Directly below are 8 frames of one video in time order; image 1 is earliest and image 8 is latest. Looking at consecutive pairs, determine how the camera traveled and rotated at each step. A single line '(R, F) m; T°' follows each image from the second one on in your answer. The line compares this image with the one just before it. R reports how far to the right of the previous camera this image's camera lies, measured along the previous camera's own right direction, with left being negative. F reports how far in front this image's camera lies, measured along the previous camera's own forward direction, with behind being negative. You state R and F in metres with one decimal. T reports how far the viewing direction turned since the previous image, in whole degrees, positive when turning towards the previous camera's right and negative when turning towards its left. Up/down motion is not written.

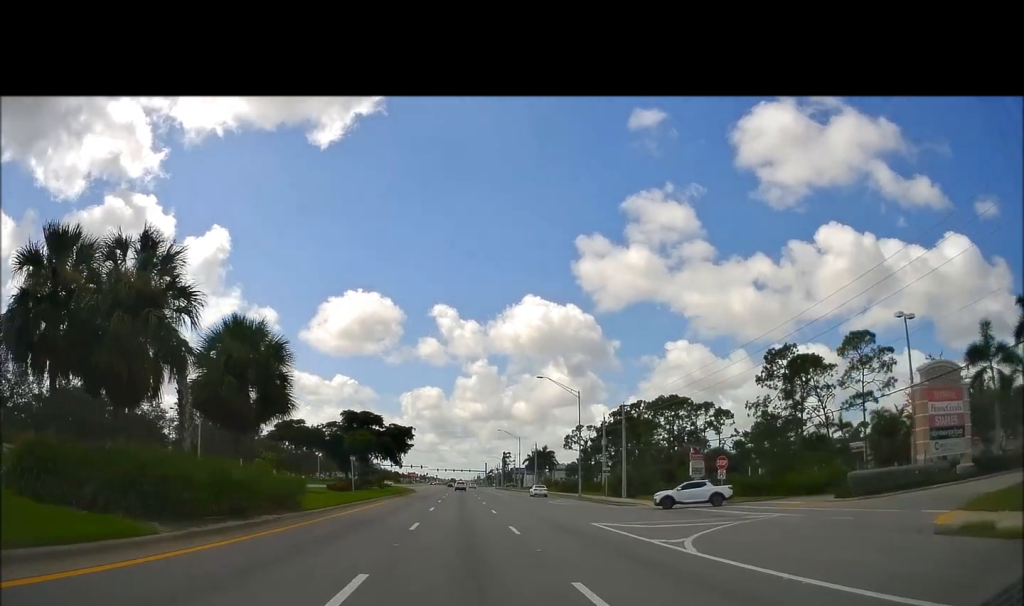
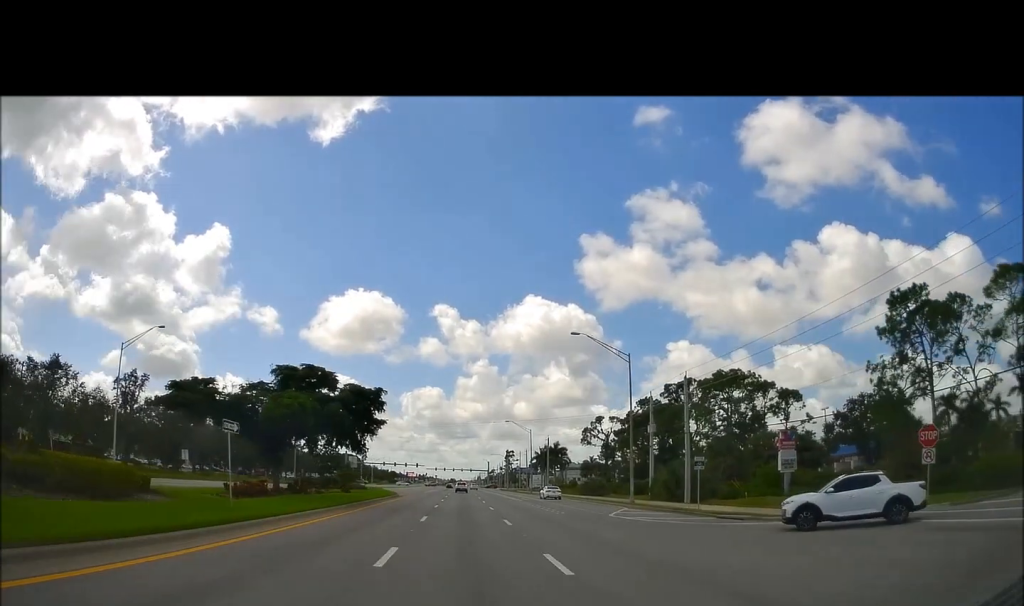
(+0.5, +20.3) m; +1°
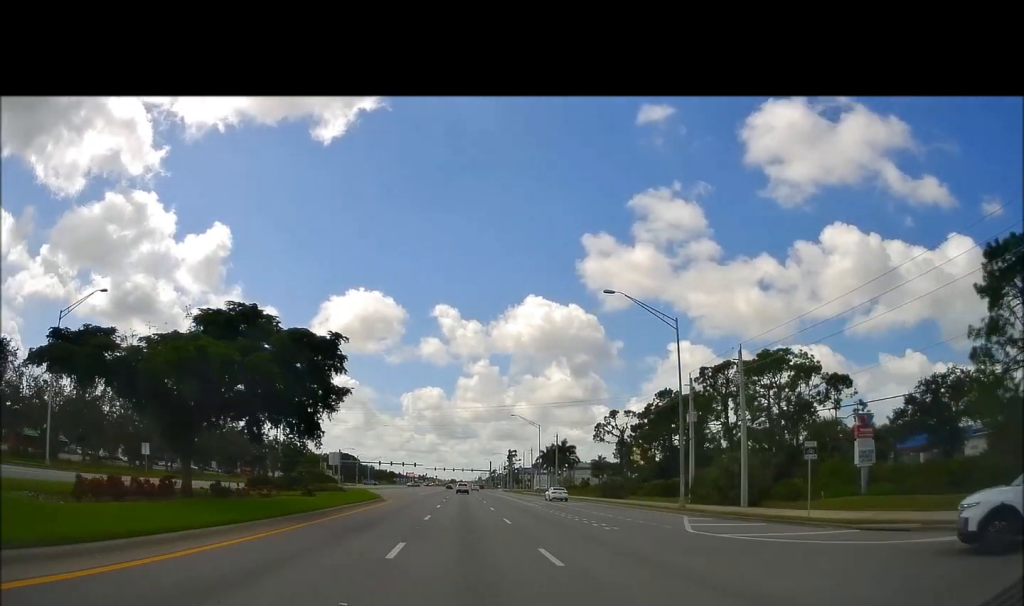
(+0.1, +11.4) m; -1°
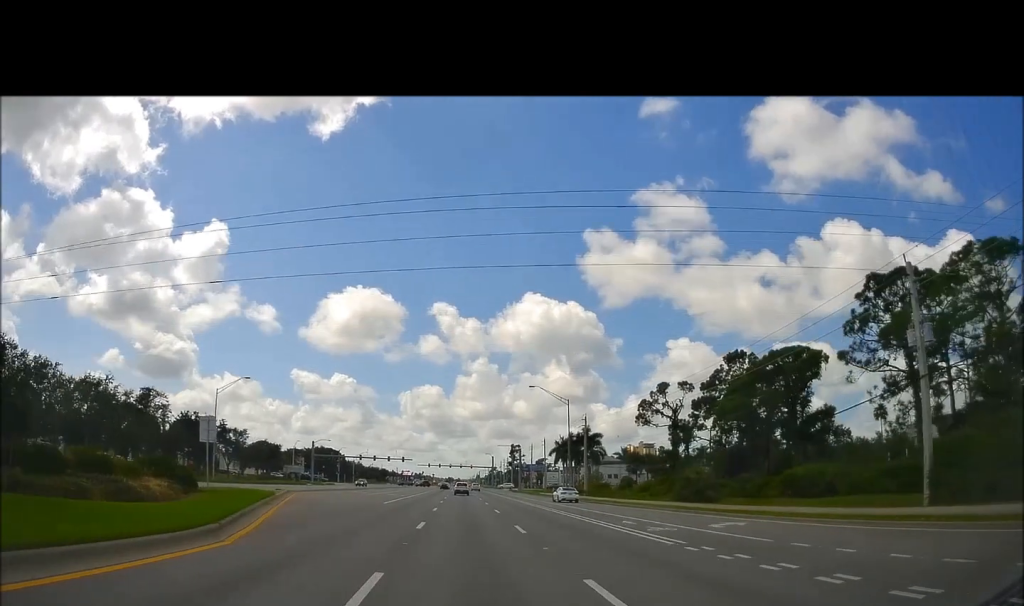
(0.0, +30.5) m; +2°
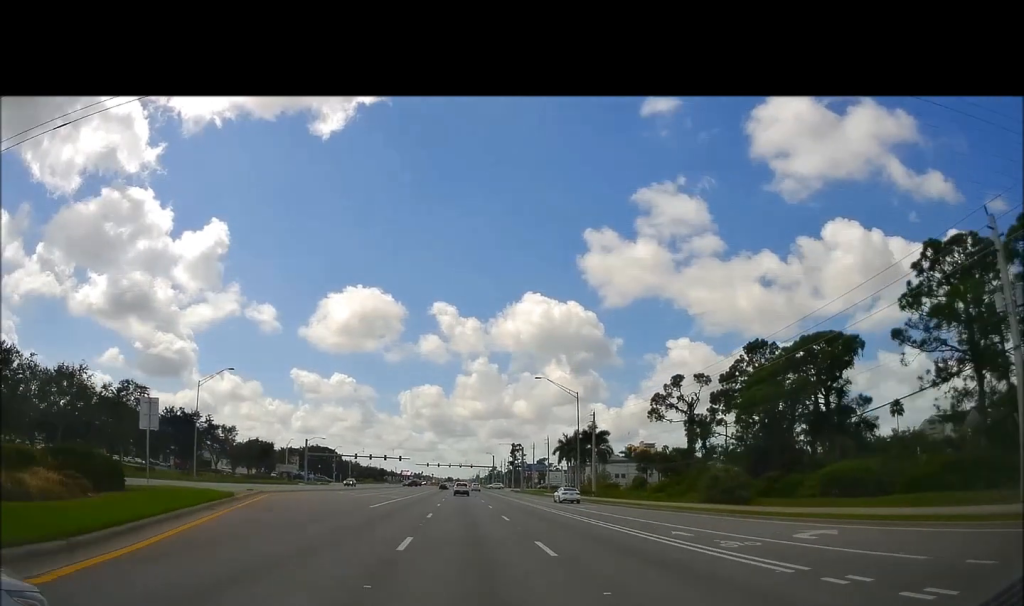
(0.0, +6.1) m; -1°
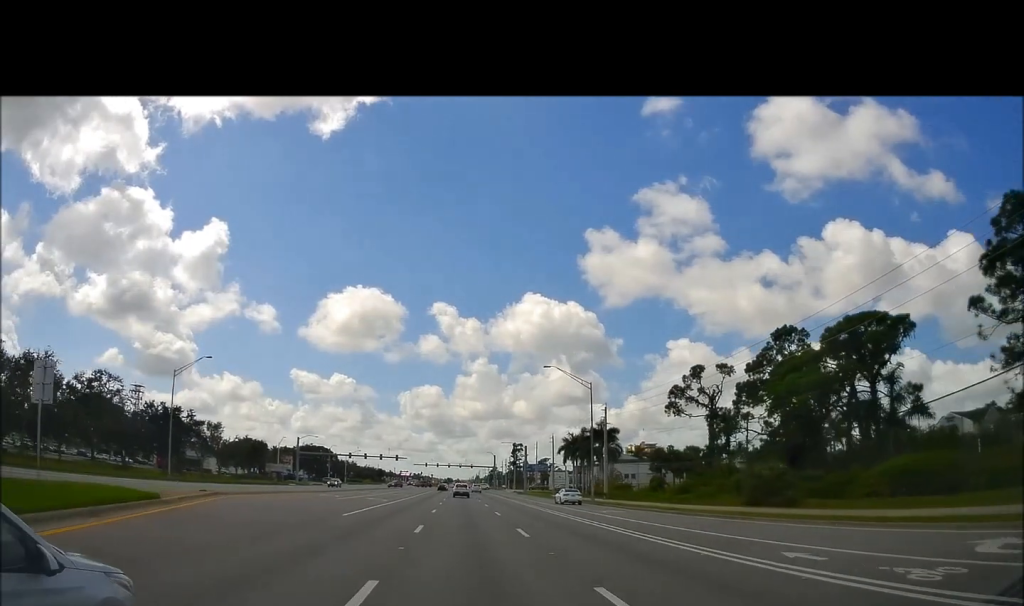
(+0.1, +7.4) m; -1°
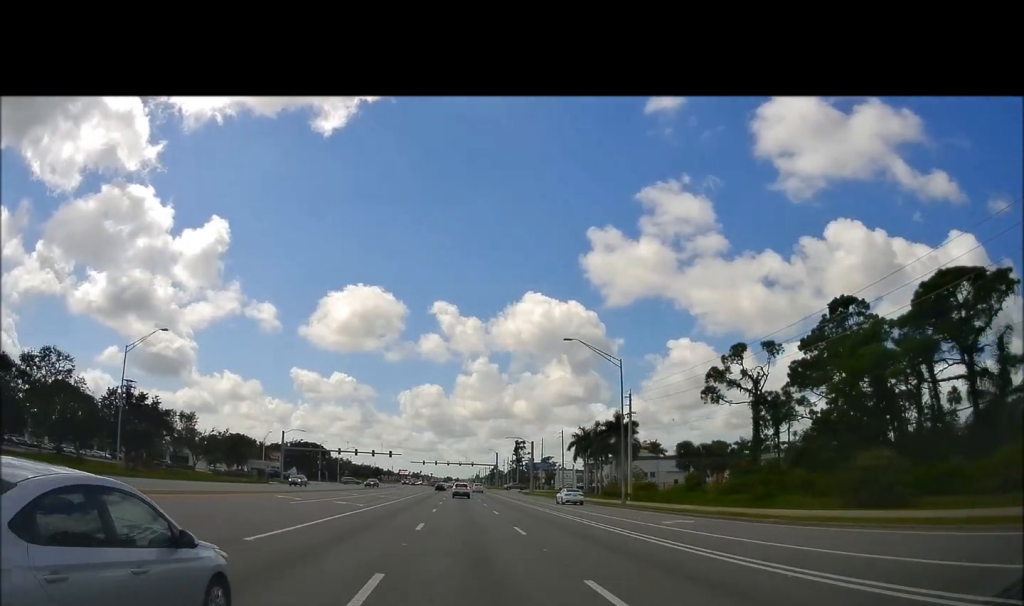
(-0.4, +12.6) m; 0°
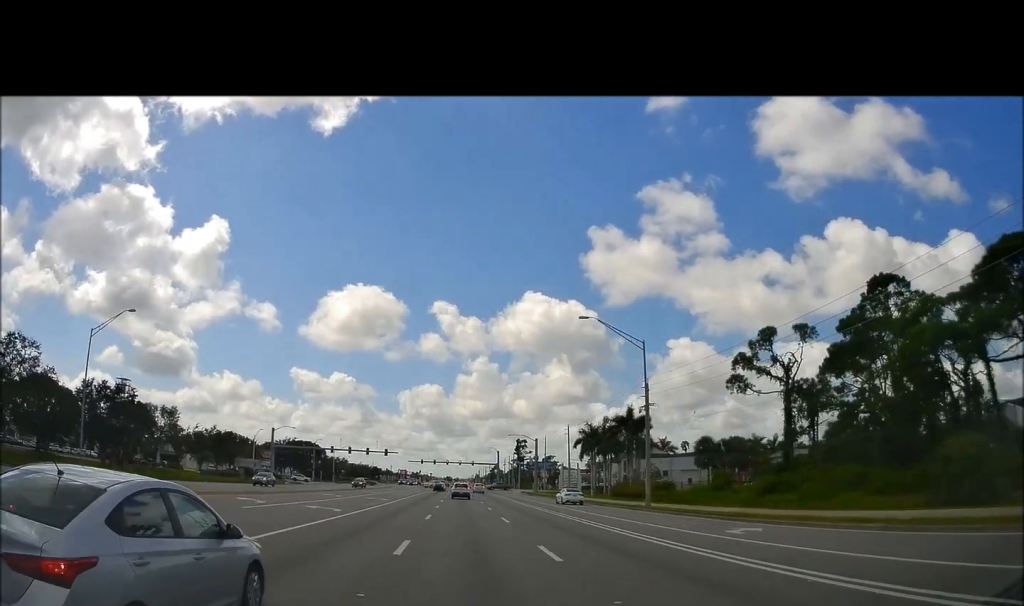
(+0.1, +7.1) m; +1°
